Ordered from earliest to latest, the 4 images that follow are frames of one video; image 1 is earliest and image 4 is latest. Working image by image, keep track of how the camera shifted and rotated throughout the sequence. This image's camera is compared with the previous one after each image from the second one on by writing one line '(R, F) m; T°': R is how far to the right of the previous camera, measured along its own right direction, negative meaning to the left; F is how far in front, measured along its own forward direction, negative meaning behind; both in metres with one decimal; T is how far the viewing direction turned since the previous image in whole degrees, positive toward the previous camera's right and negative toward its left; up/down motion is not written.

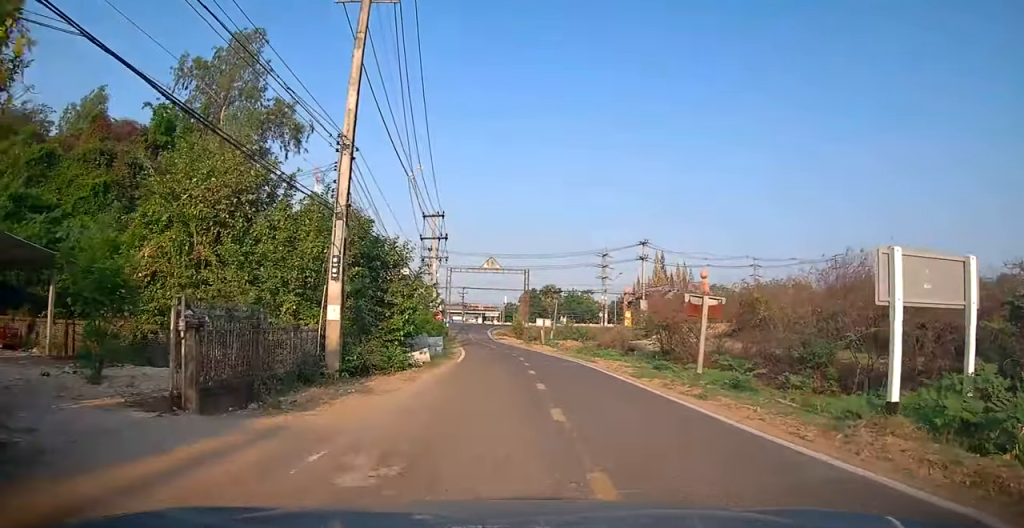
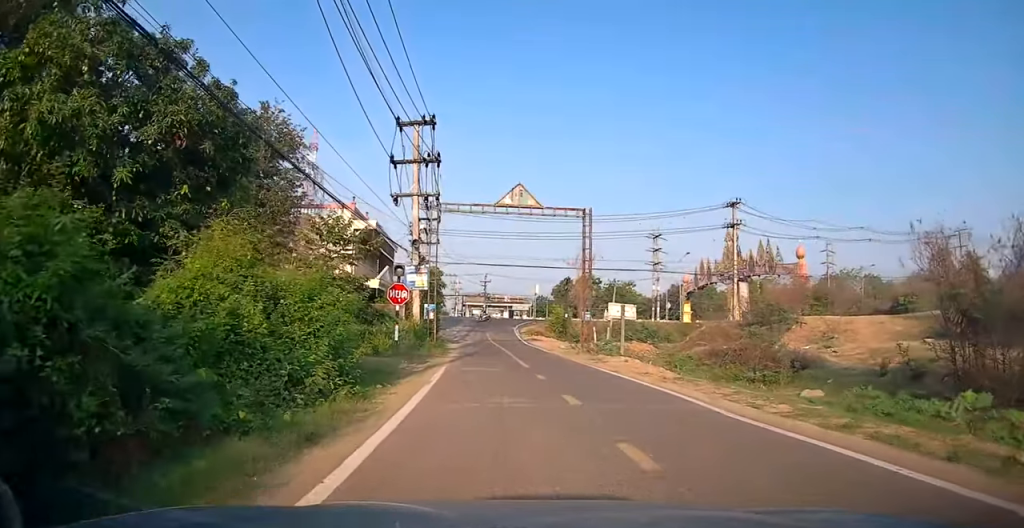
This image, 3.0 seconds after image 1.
(+0.4, +22.7) m; +1°
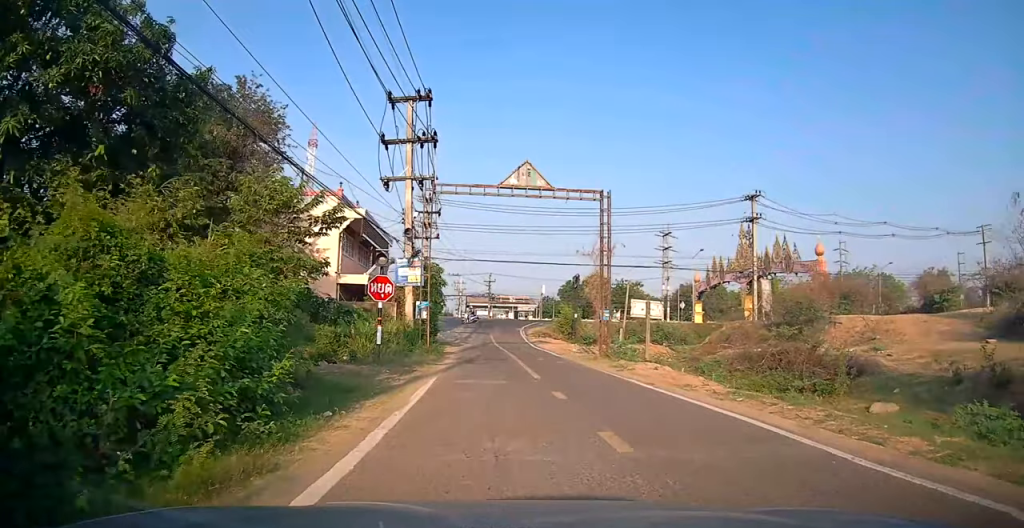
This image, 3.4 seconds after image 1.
(0.0, +3.4) m; 0°
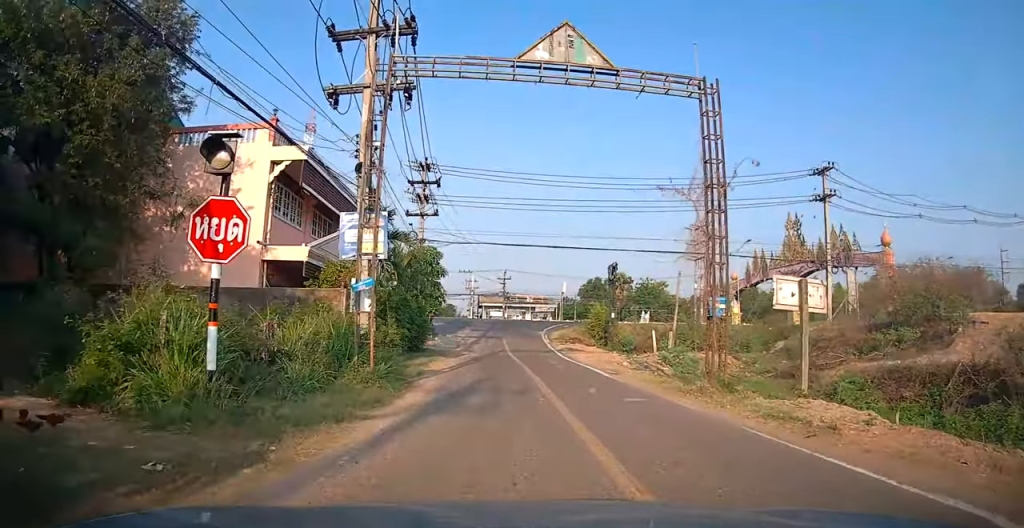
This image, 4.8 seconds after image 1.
(-0.1, +10.6) m; -2°
